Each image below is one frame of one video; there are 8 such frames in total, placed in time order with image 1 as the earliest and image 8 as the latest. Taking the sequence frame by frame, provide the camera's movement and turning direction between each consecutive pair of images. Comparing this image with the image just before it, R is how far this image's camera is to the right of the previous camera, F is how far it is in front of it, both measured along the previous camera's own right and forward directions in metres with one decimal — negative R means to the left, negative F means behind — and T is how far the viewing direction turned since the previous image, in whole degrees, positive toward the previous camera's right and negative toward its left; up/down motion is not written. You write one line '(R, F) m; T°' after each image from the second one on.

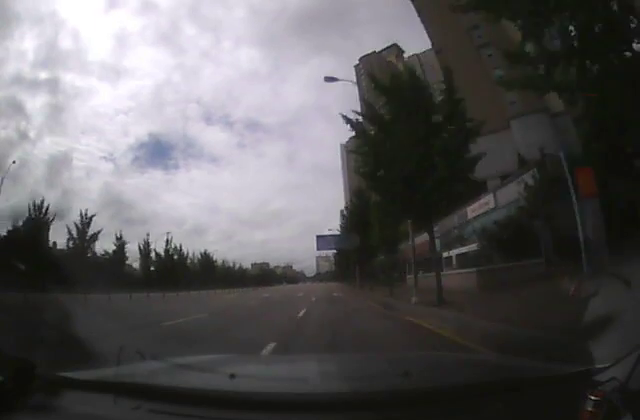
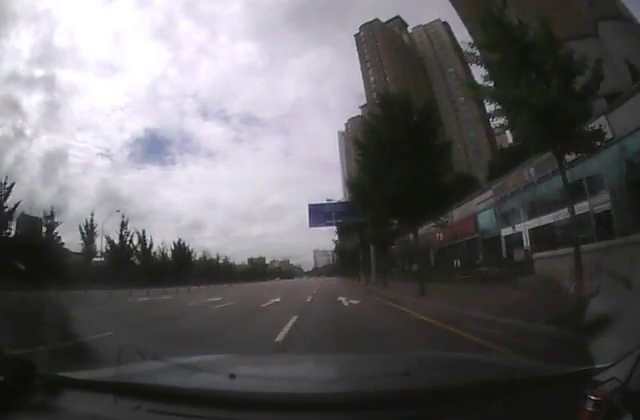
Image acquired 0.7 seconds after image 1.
(0.0, +13.8) m; 0°
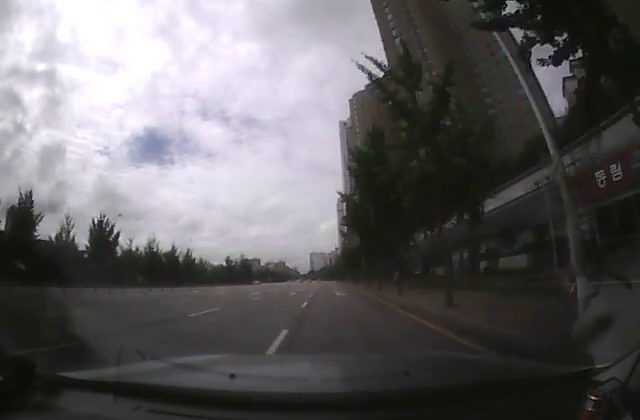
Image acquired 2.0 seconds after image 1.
(0.0, +26.2) m; 0°
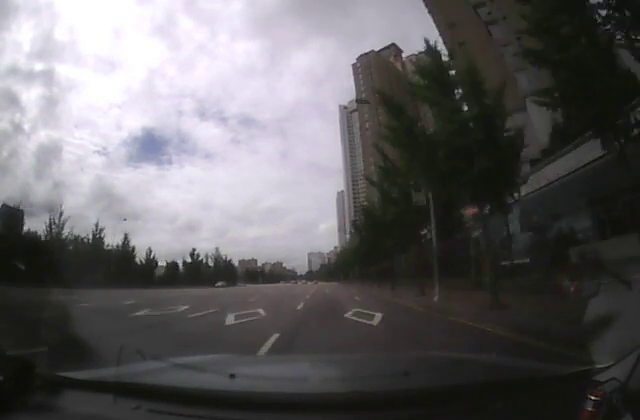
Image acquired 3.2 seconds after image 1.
(+0.1, +24.9) m; 0°
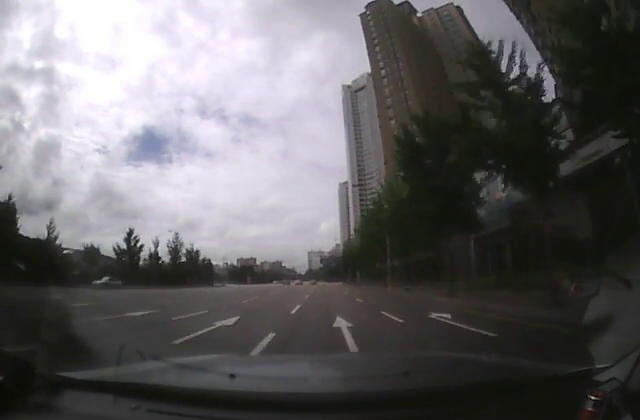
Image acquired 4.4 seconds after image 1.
(+0.1, +25.7) m; 0°
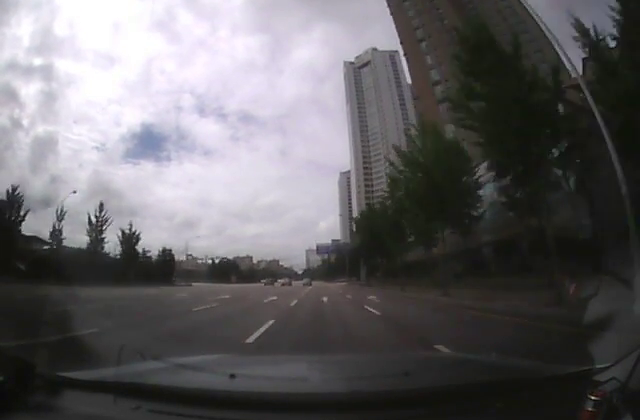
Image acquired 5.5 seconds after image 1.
(+0.1, +24.7) m; 0°
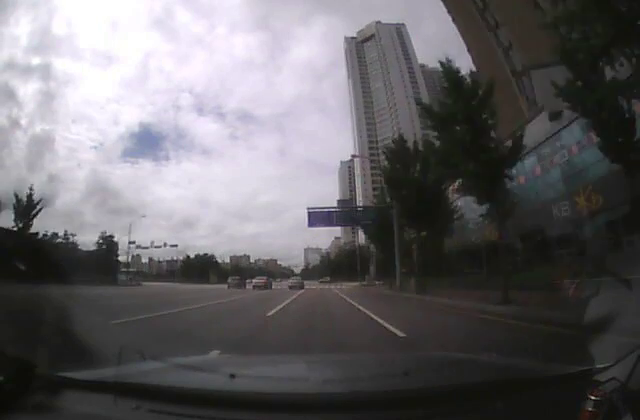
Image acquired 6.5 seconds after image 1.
(0.0, +23.3) m; 0°
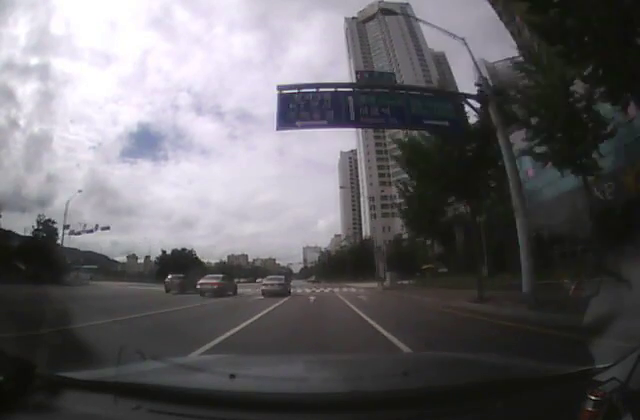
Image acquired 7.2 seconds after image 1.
(0.0, +16.4) m; 0°
